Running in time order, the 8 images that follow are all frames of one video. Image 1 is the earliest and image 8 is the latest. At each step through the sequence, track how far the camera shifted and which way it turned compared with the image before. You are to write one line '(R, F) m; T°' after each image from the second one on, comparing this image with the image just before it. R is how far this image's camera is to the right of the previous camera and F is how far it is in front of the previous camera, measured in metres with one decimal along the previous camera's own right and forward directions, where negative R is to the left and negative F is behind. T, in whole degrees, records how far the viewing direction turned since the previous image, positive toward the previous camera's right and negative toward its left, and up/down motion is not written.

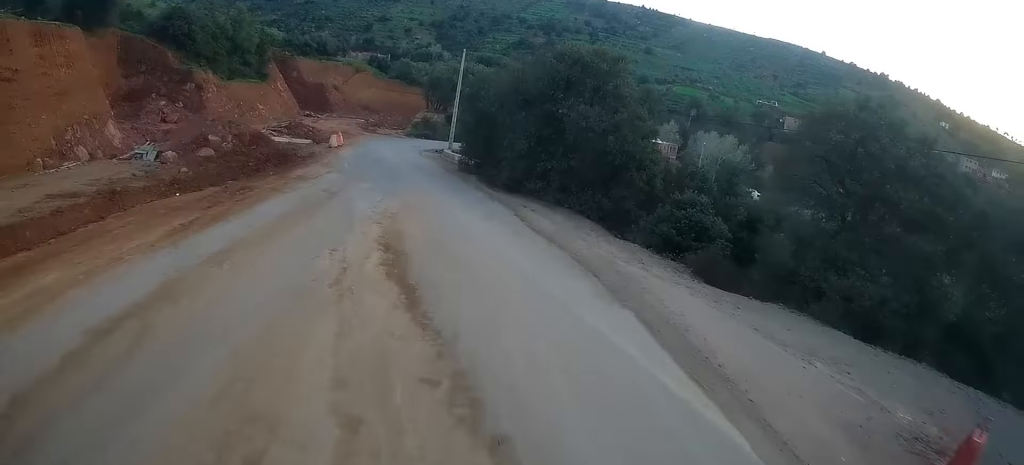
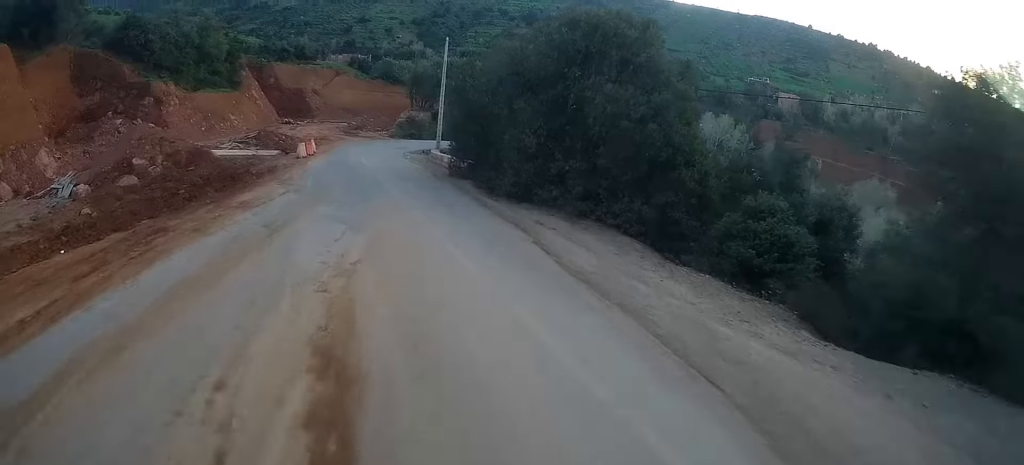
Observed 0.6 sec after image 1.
(+0.3, +5.7) m; 0°
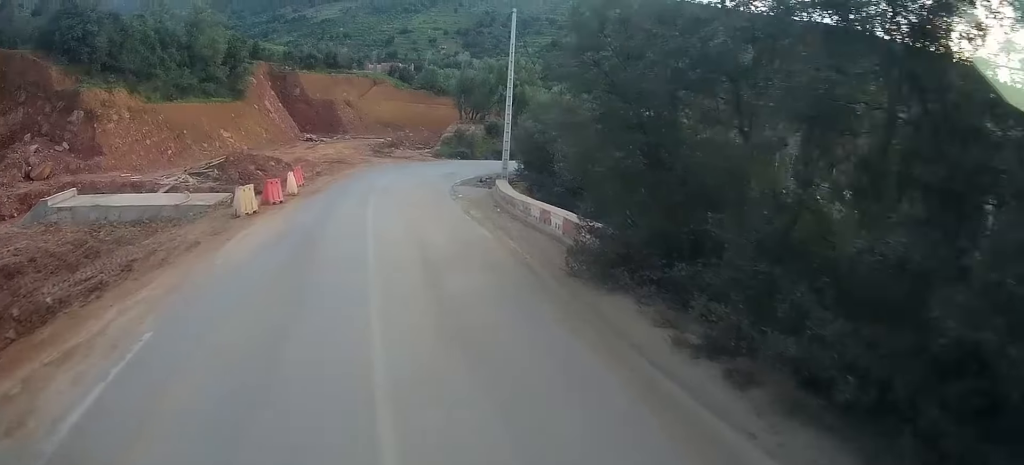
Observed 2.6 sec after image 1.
(-0.6, +17.6) m; -4°
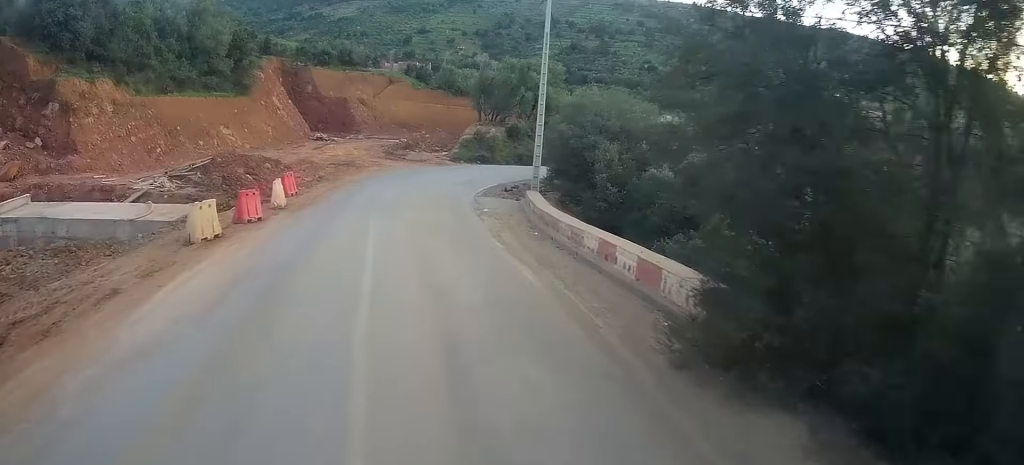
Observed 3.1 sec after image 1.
(0.0, +4.4) m; 0°
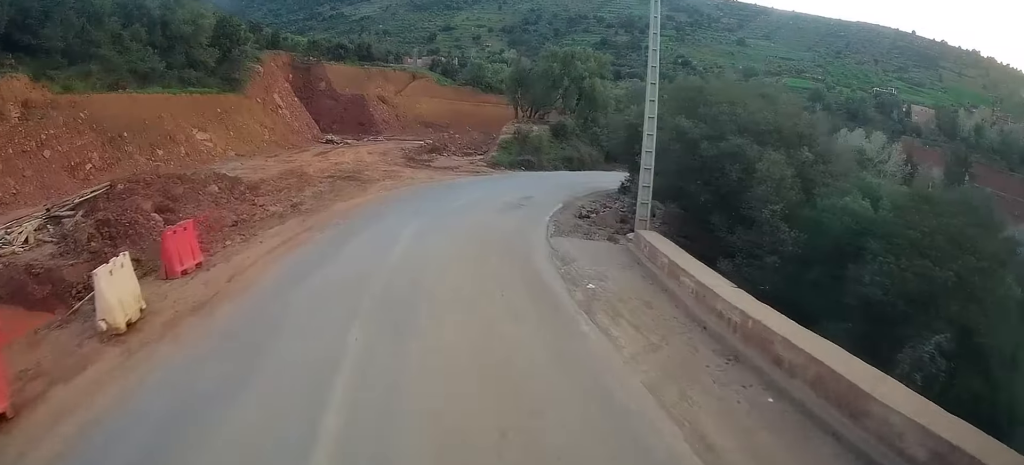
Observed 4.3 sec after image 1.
(0.0, +11.5) m; +4°
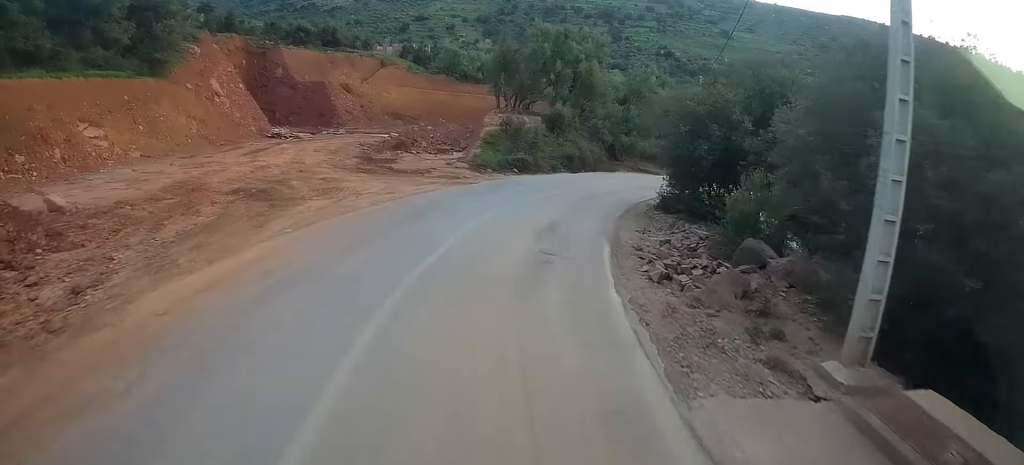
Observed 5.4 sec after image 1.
(+0.7, +11.2) m; +7°
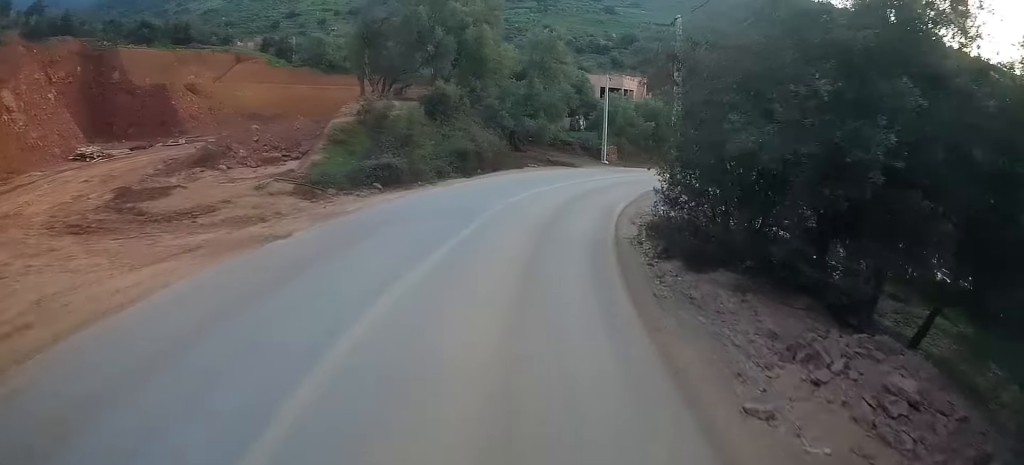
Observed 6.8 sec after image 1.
(+0.9, +14.4) m; +10°
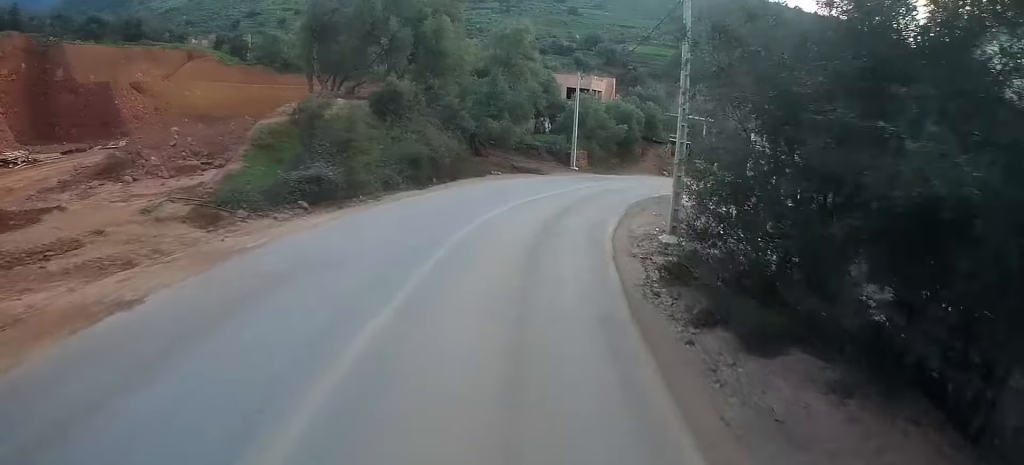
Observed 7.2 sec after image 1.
(+0.3, +4.9) m; +4°
